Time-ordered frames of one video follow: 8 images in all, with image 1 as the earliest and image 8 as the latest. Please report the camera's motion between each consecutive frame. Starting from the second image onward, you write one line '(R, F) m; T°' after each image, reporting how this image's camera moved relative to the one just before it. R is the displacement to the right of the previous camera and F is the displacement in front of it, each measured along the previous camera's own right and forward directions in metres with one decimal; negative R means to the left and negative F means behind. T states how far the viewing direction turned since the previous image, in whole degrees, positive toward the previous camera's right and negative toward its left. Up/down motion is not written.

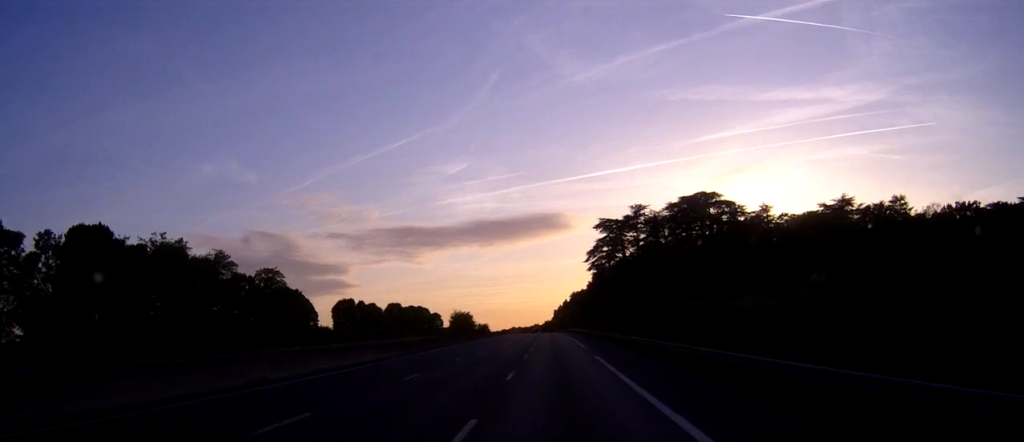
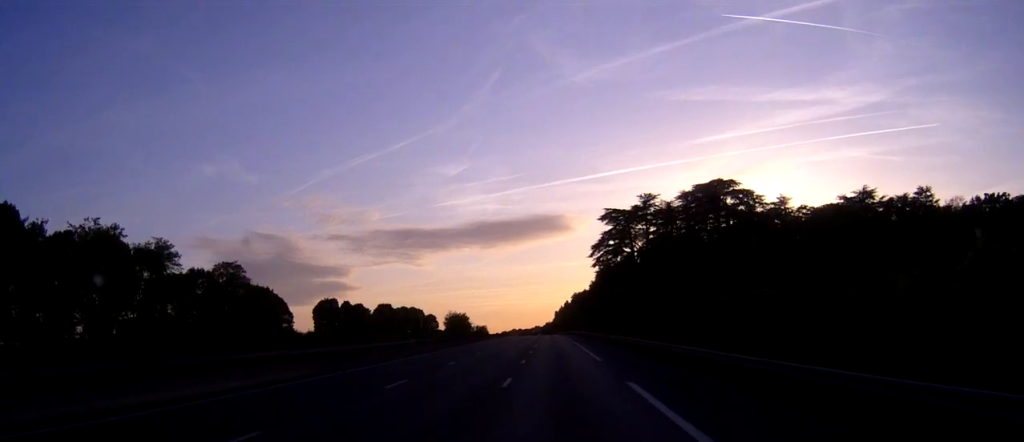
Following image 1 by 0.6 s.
(0.0, +15.8) m; 0°
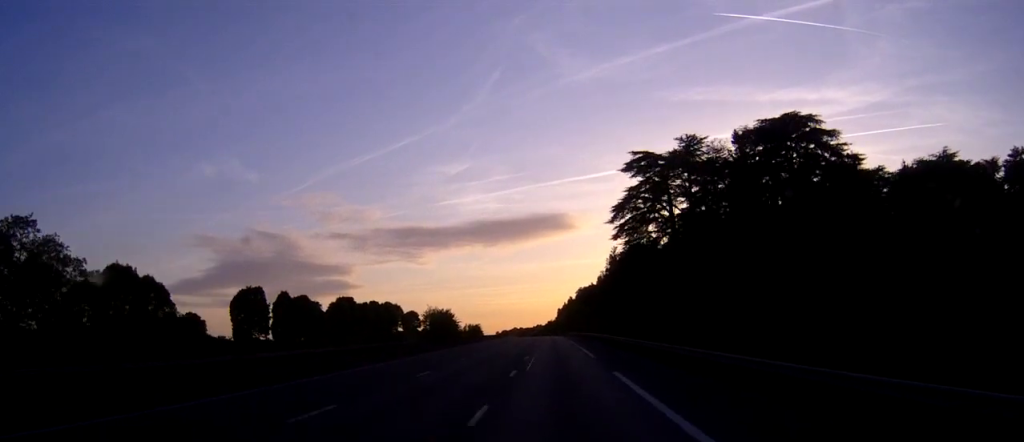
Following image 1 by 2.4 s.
(-0.3, +47.1) m; 0°
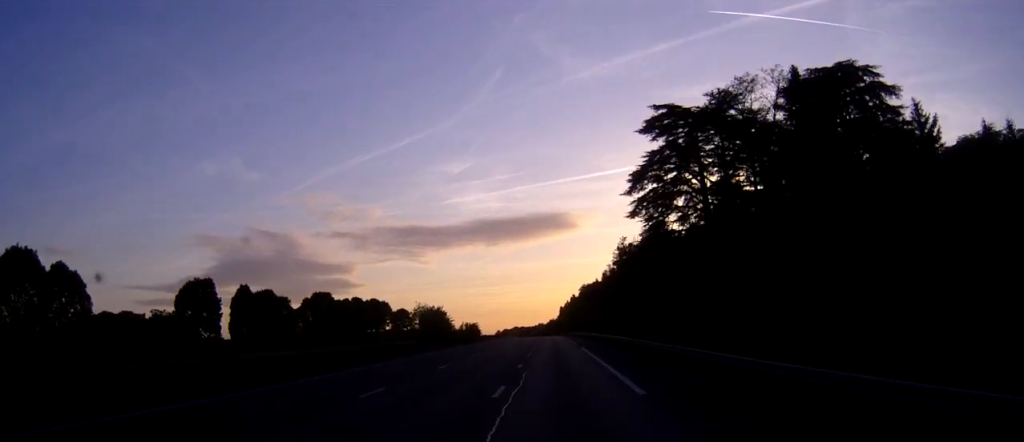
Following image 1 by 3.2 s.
(0.0, +20.7) m; 0°
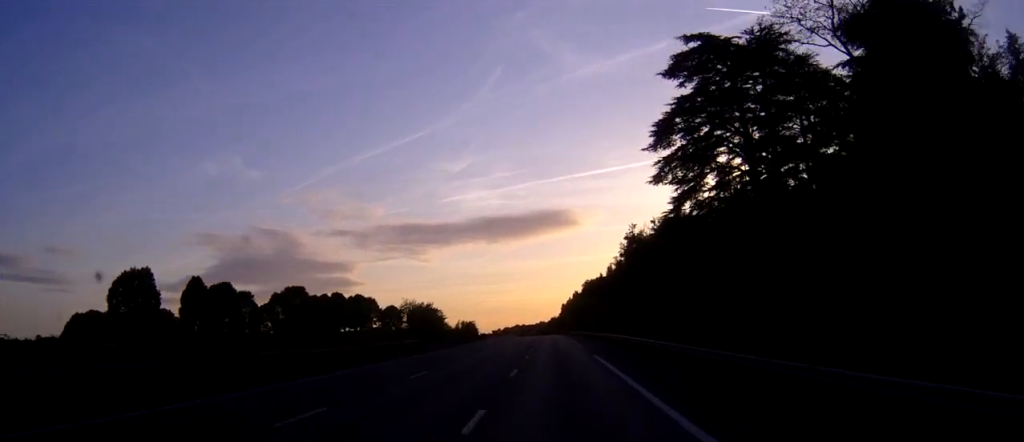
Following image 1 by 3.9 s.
(0.0, +18.9) m; 0°
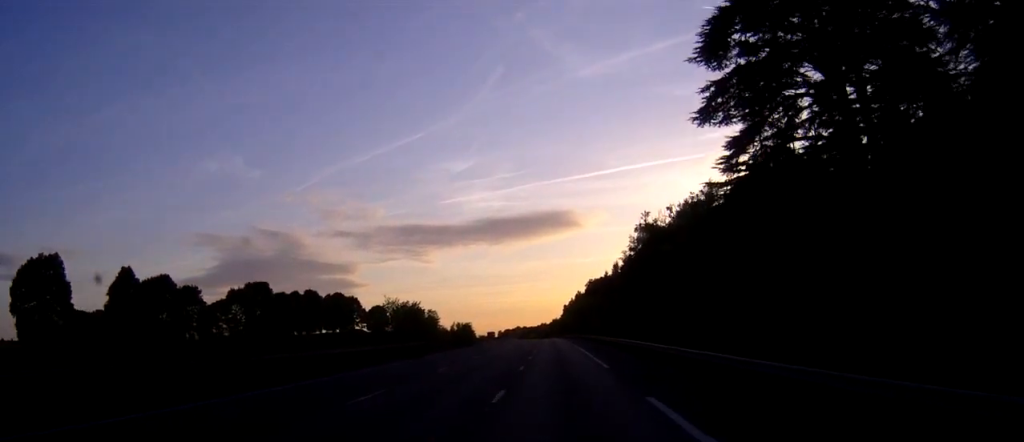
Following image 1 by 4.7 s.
(0.0, +20.5) m; 0°
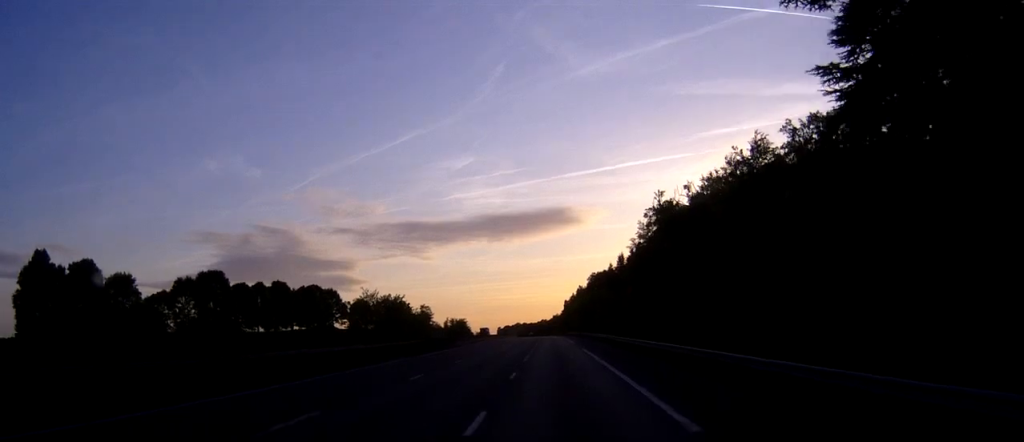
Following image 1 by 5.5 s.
(0.0, +18.8) m; 0°
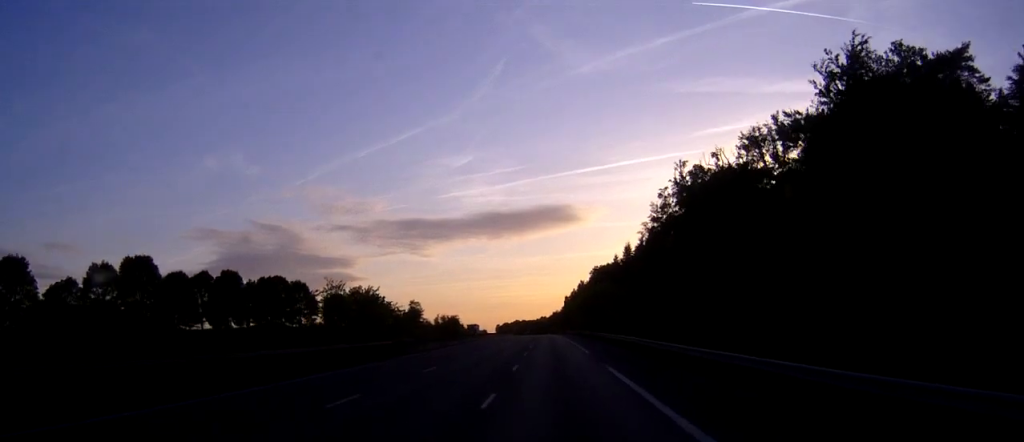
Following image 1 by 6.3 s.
(0.0, +22.2) m; 0°
